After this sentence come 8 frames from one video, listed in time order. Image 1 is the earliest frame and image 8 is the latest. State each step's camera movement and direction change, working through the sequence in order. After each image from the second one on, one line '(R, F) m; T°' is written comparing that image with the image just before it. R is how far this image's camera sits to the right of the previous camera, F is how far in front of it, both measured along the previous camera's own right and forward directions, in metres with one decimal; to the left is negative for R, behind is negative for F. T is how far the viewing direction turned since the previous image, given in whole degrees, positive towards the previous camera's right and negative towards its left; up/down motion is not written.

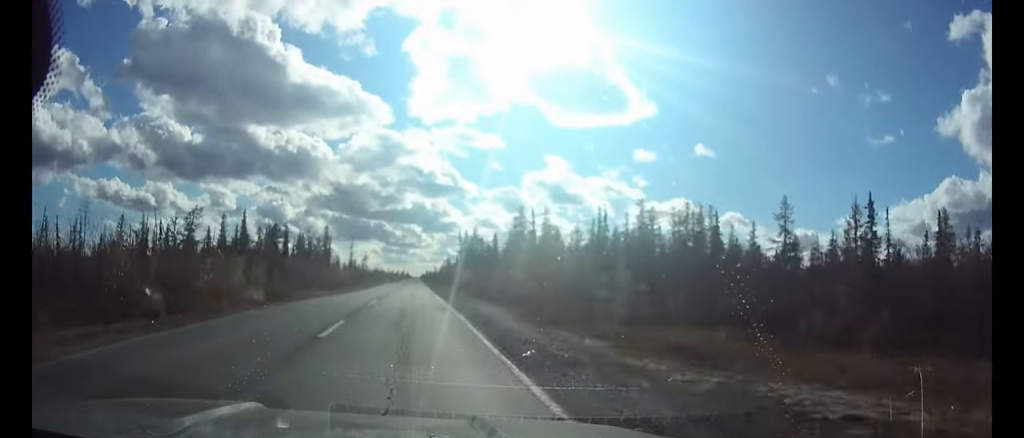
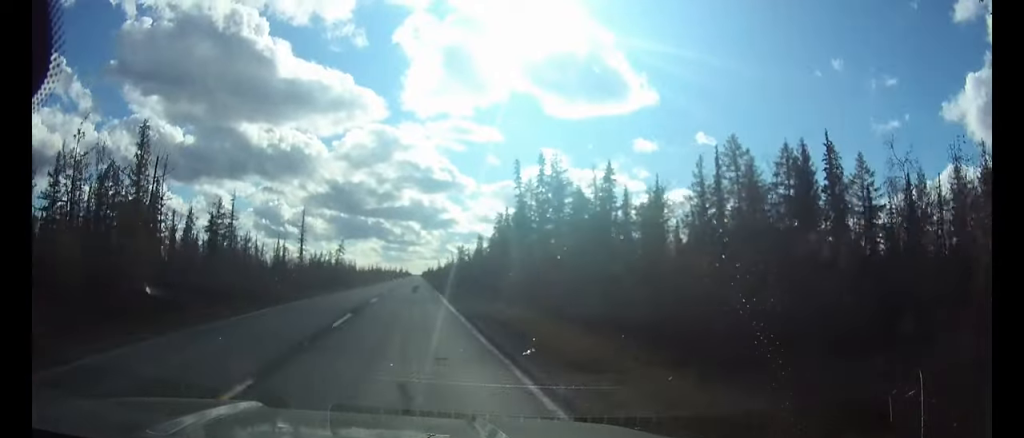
(0.0, +81.7) m; 0°
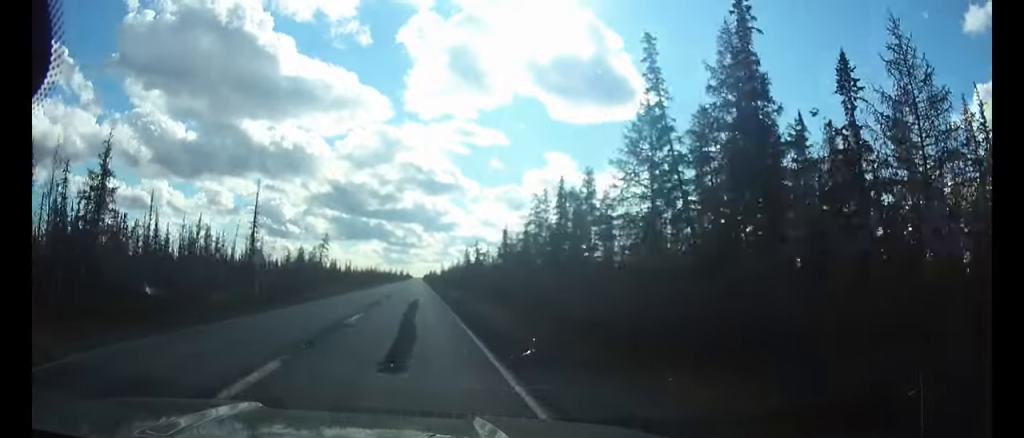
(0.0, +33.8) m; 0°
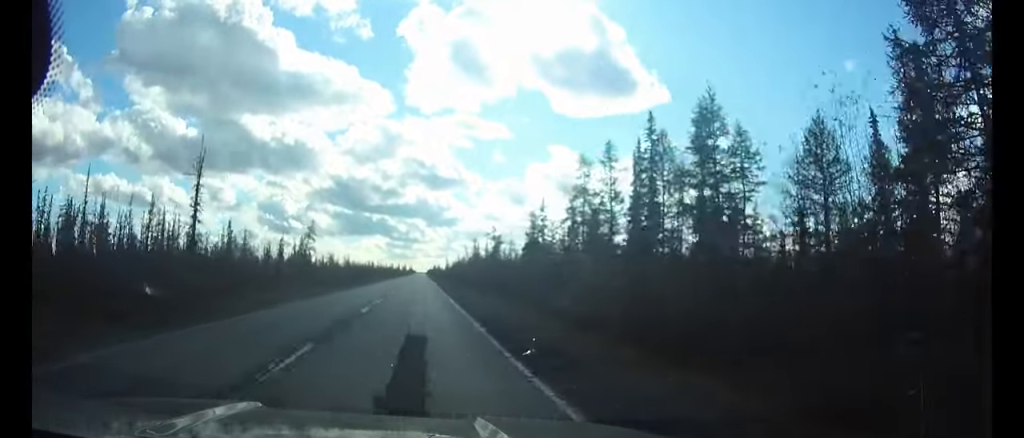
(0.0, +22.1) m; 0°
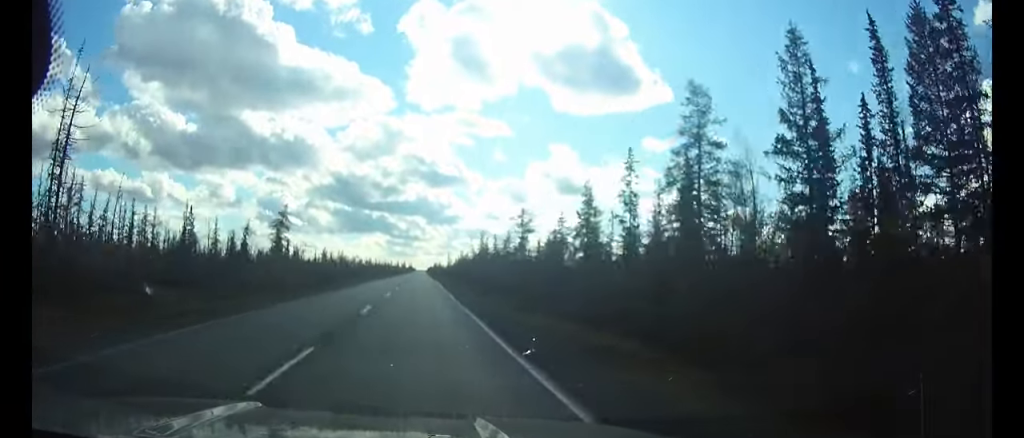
(-0.1, +24.6) m; 0°
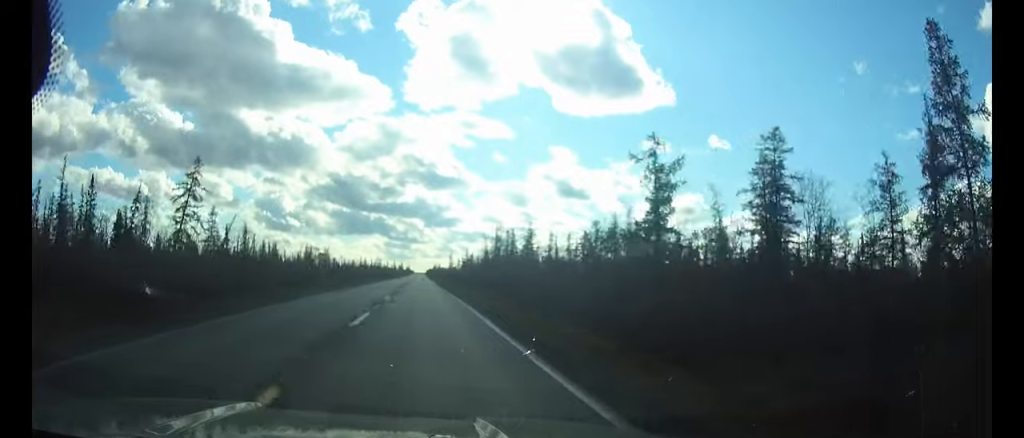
(0.0, +40.2) m; 0°
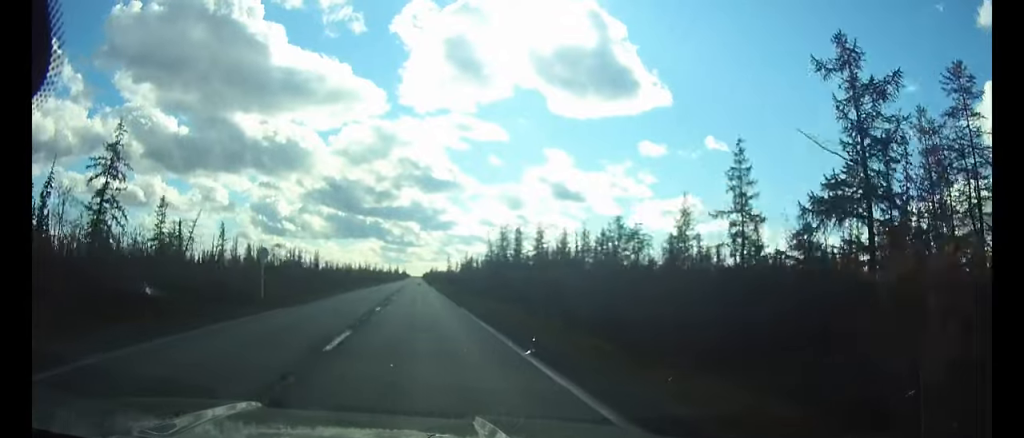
(0.0, +16.4) m; 0°
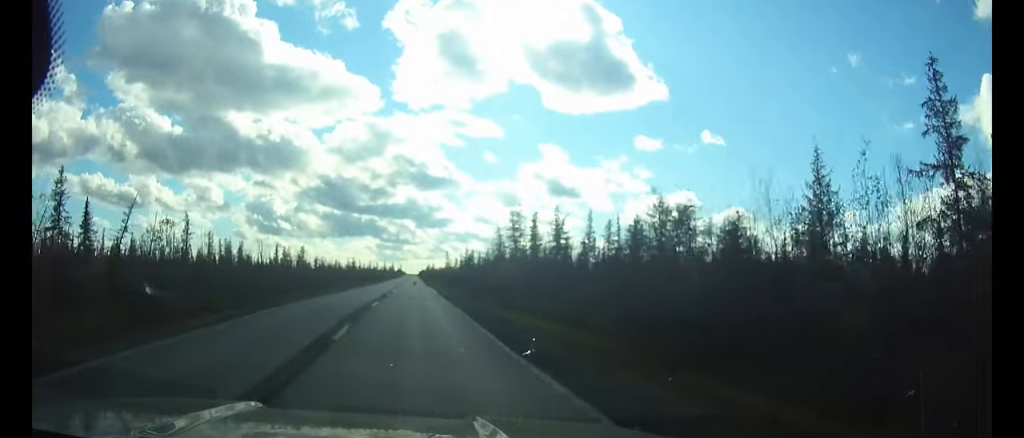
(0.0, +21.0) m; 0°
